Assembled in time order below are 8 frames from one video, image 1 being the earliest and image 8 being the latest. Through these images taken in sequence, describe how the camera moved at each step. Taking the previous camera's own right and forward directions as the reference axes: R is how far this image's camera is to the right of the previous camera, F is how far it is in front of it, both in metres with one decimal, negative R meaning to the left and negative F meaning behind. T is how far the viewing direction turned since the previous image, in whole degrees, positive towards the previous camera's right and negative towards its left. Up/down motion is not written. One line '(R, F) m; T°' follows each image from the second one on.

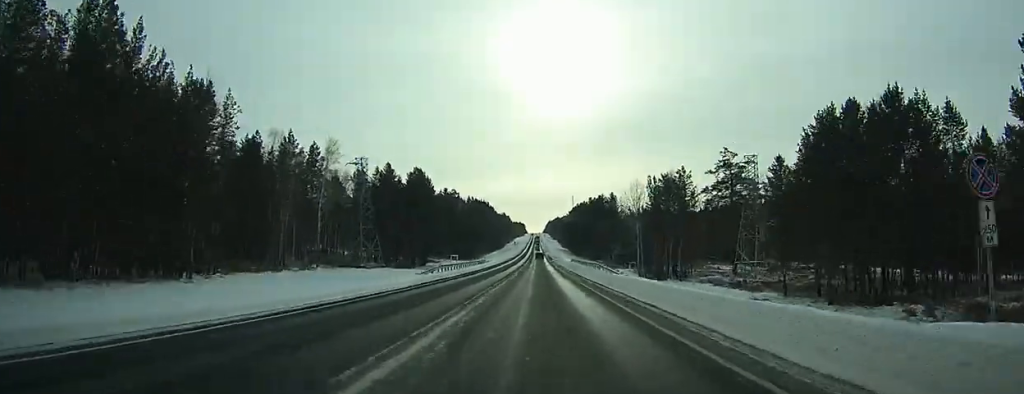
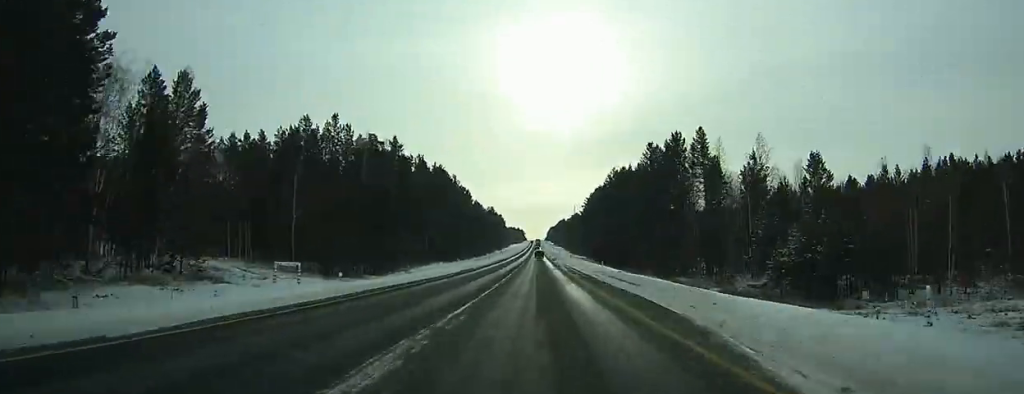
(-0.1, +99.4) m; 0°
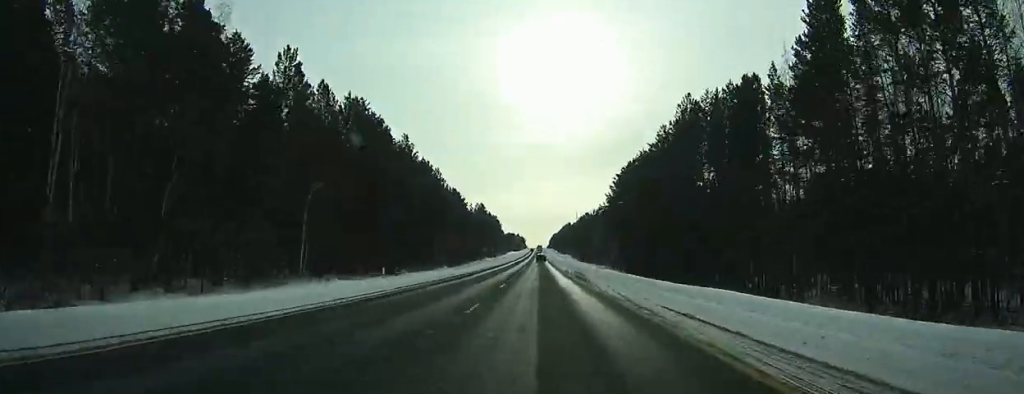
(0.0, +60.1) m; 0°
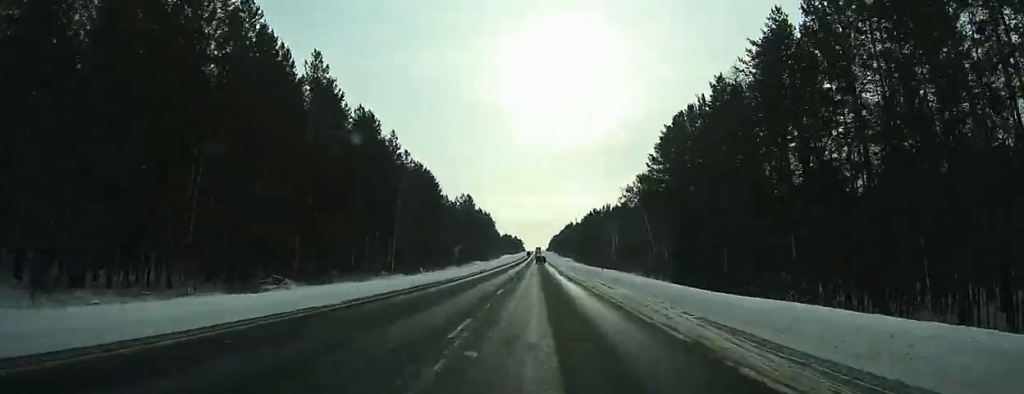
(0.0, +40.7) m; 0°
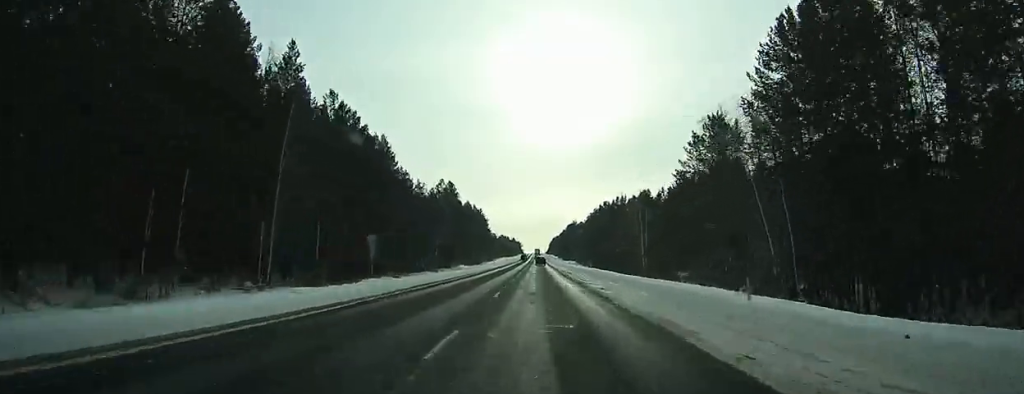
(0.0, +37.9) m; 0°
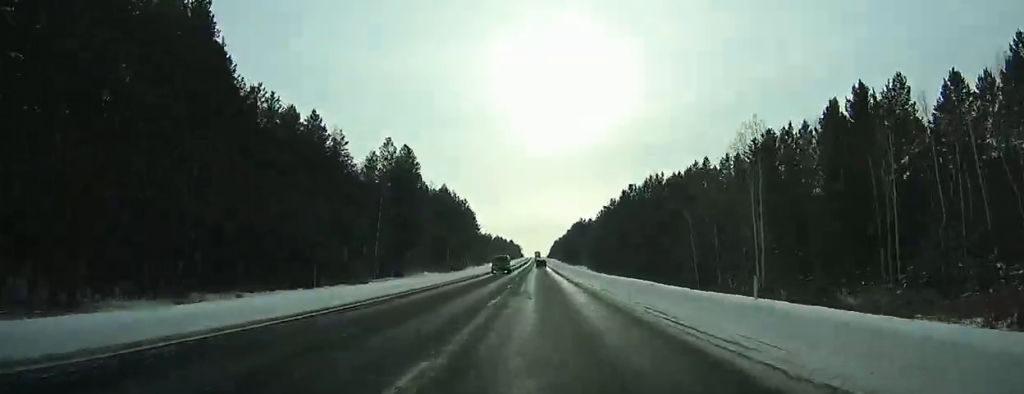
(+0.1, +49.6) m; 0°
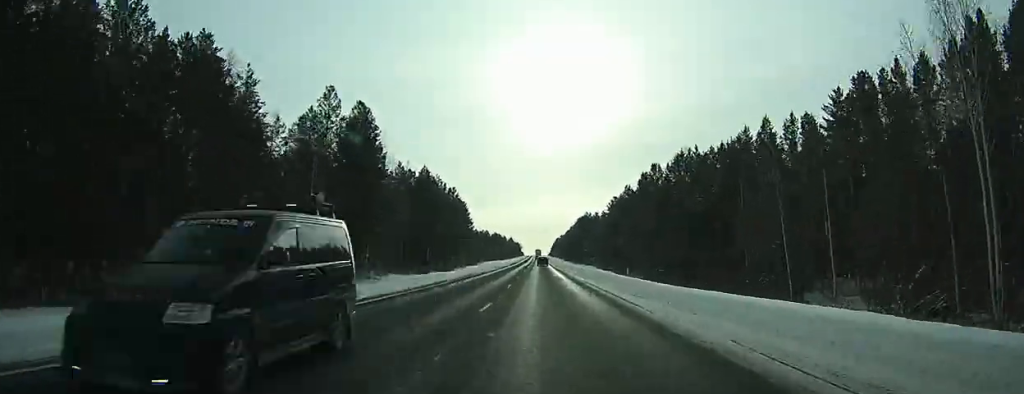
(0.0, +25.3) m; 0°
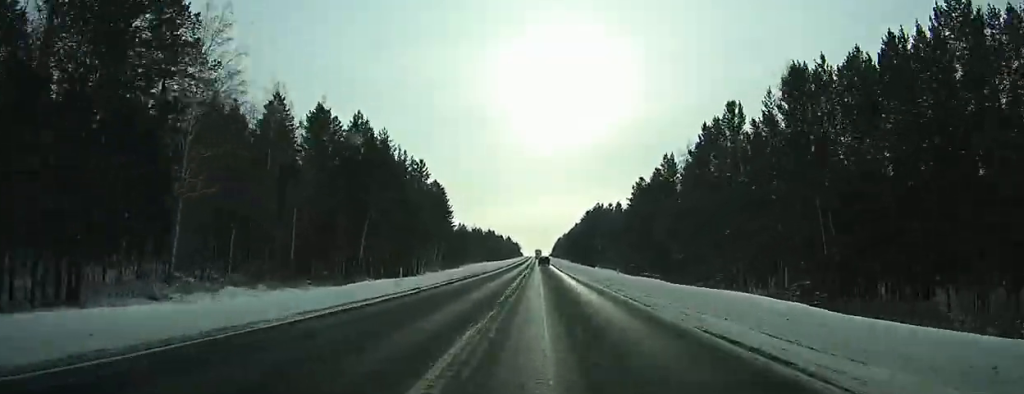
(0.0, +45.0) m; 0°
